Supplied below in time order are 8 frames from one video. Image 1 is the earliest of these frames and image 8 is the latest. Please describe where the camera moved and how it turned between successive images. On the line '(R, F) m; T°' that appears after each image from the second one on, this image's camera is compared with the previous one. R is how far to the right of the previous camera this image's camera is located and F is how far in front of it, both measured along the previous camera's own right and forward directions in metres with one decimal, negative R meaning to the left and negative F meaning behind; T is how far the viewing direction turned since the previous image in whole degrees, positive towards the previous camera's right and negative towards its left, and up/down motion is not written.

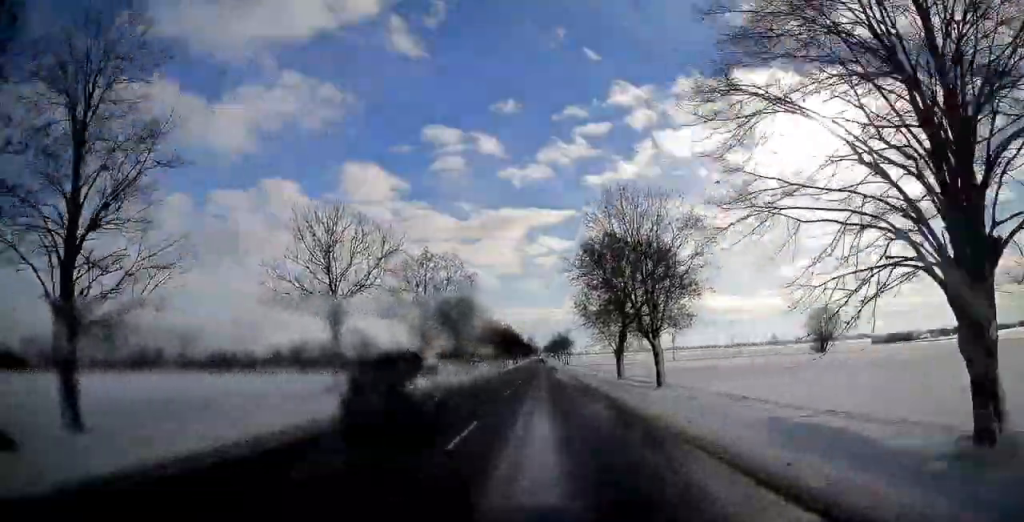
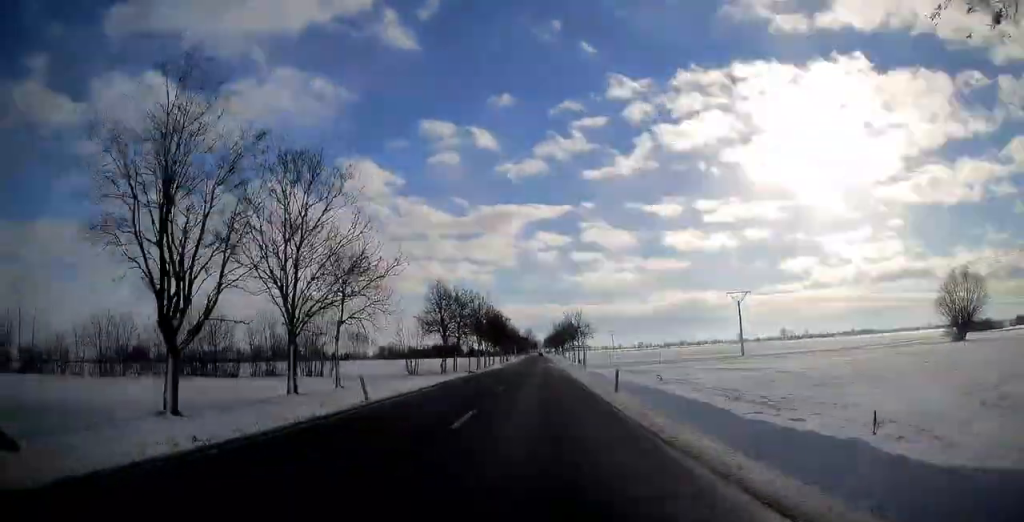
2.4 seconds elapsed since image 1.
(0.0, +58.4) m; 0°
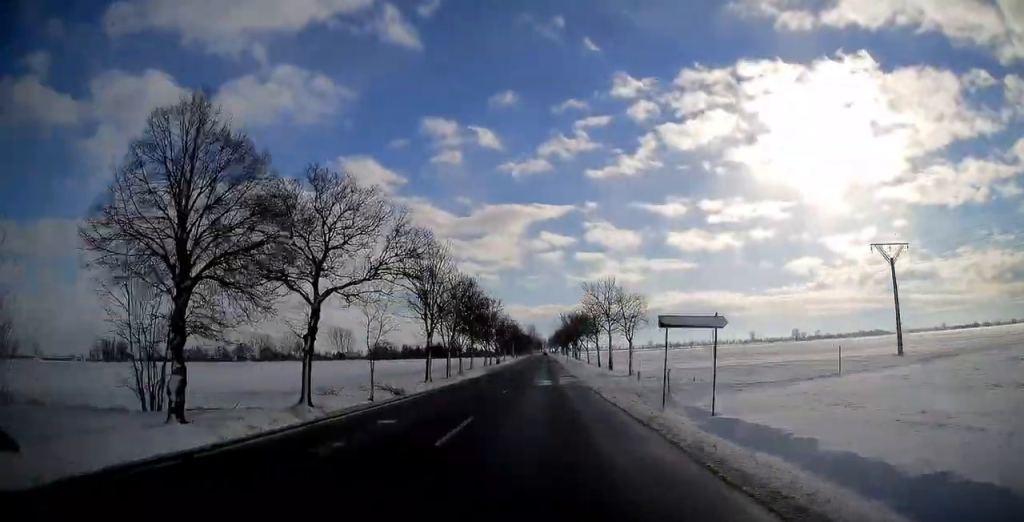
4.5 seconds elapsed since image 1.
(-0.1, +50.4) m; 0°
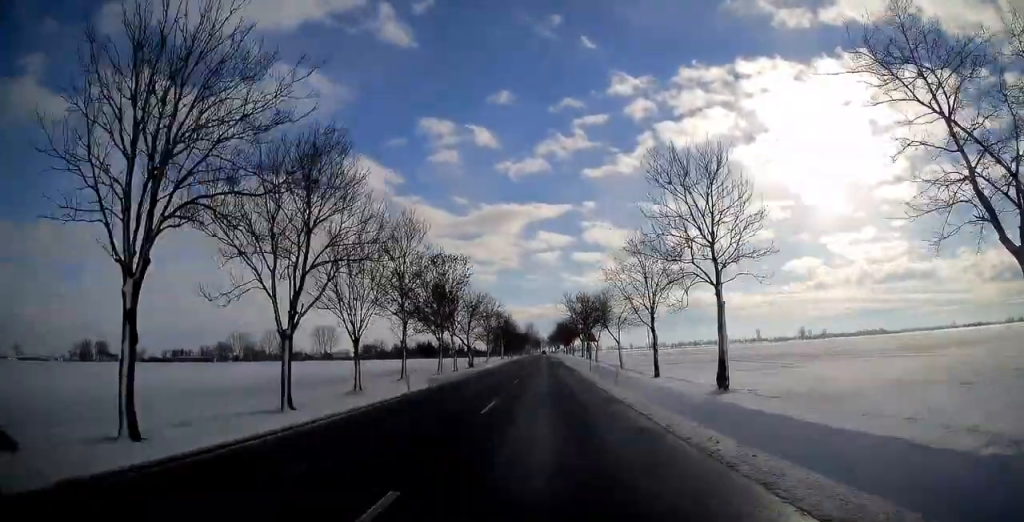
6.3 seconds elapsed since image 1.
(-0.1, +43.7) m; 0°
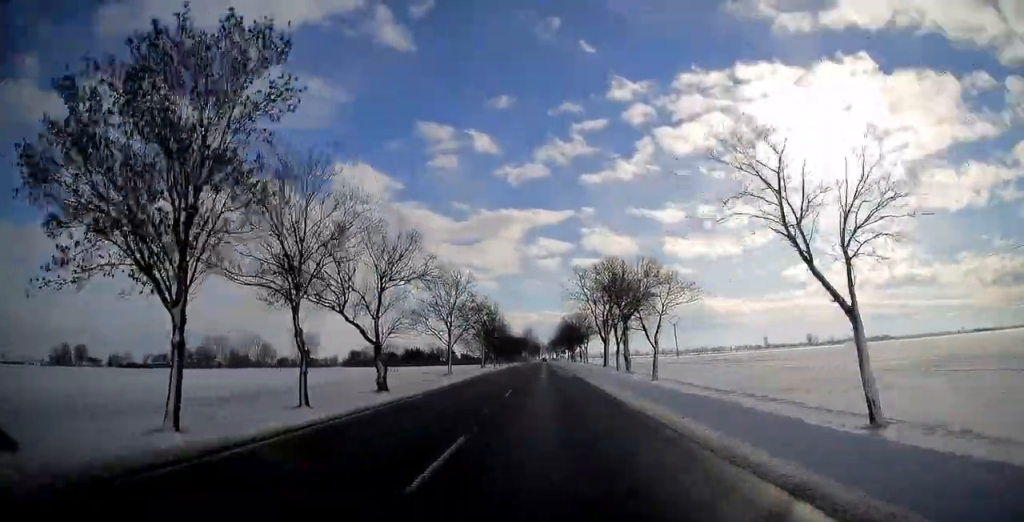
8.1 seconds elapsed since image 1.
(+0.1, +44.3) m; 0°
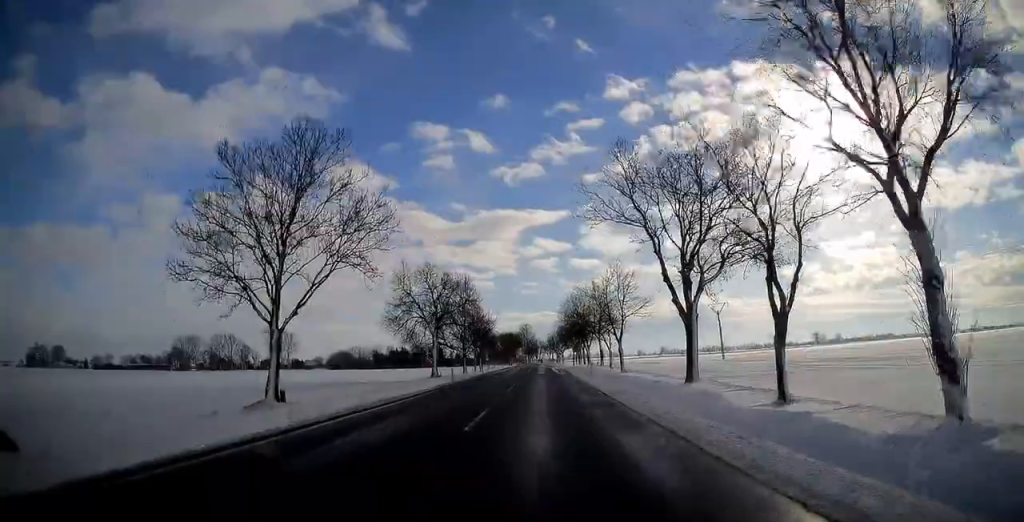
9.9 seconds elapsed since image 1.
(+0.2, +43.4) m; 0°
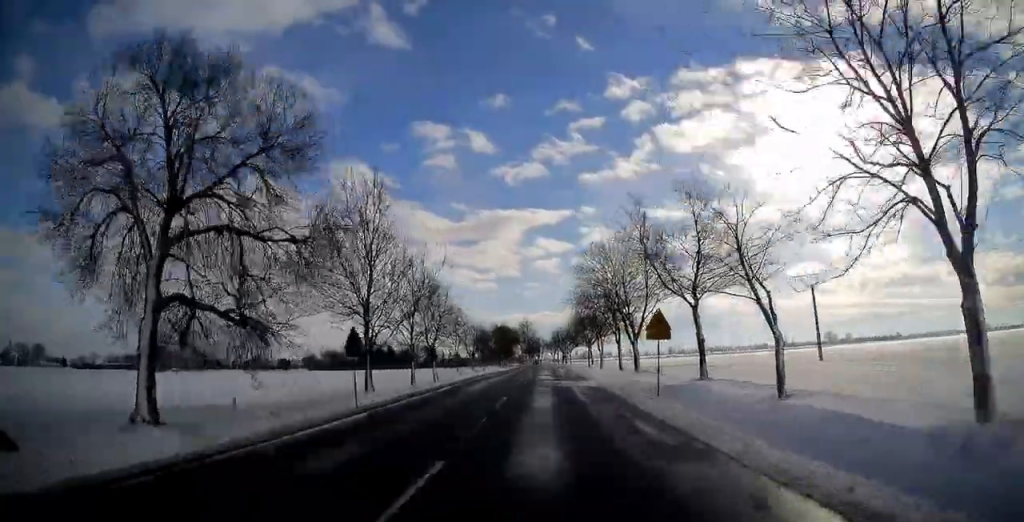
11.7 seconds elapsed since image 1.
(-0.1, +43.9) m; 0°
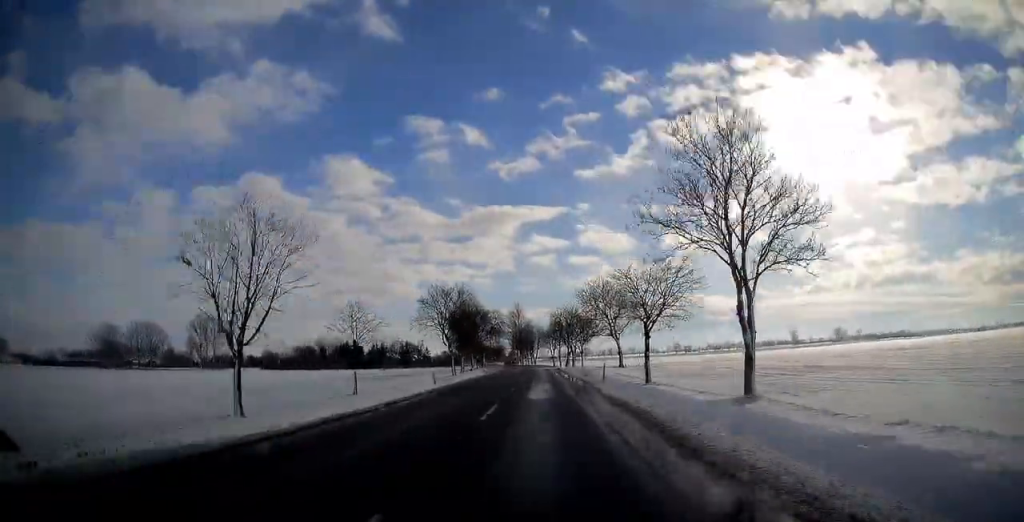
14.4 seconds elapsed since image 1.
(-0.1, +62.9) m; 0°
